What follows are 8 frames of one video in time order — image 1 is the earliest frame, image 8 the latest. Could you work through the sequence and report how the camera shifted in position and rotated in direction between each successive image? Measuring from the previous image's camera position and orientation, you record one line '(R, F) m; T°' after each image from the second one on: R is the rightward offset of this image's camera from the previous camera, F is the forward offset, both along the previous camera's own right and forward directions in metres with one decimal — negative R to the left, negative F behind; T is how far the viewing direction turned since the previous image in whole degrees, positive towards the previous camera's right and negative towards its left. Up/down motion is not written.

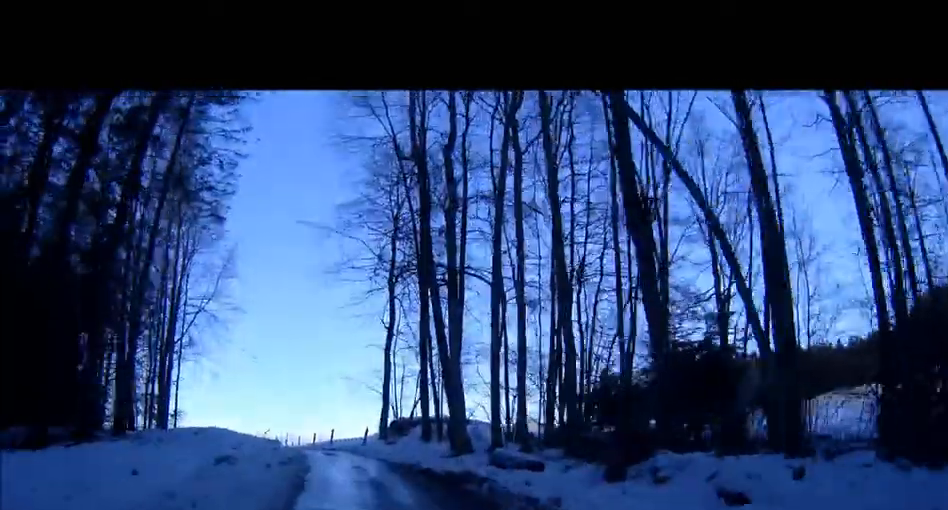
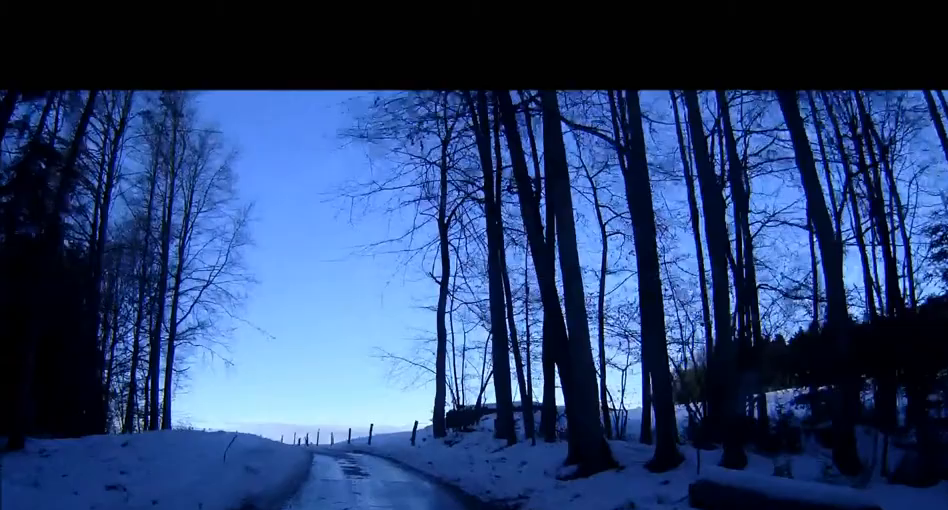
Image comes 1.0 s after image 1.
(0.0, +9.6) m; -2°
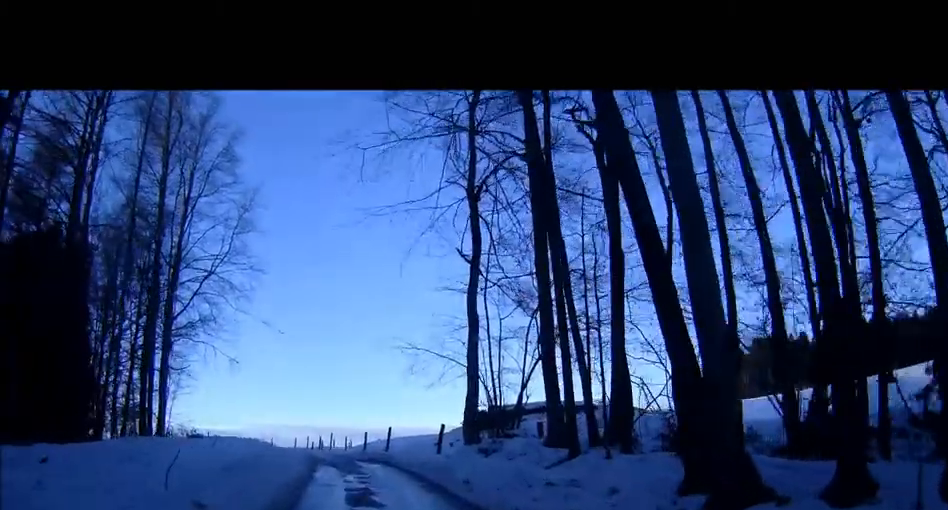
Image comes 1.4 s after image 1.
(-0.1, +4.1) m; -2°
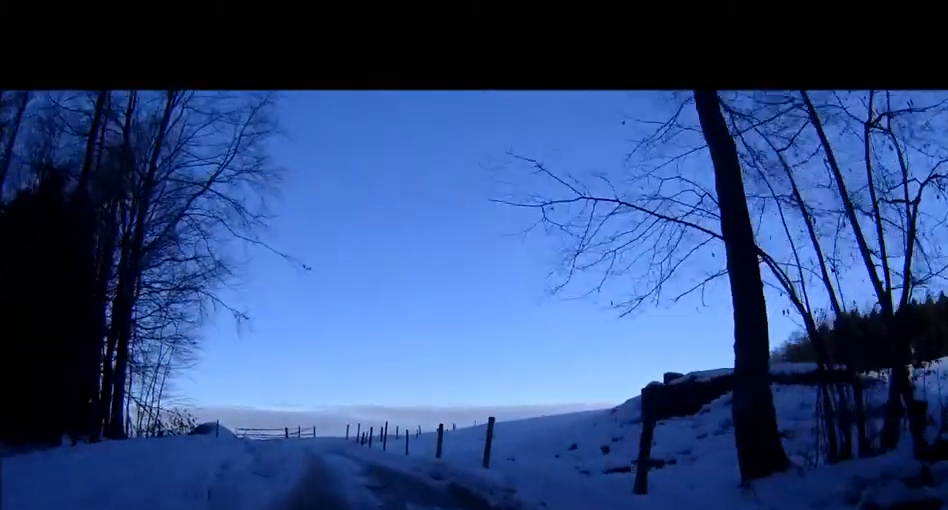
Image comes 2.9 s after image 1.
(-0.6, +13.7) m; -6°
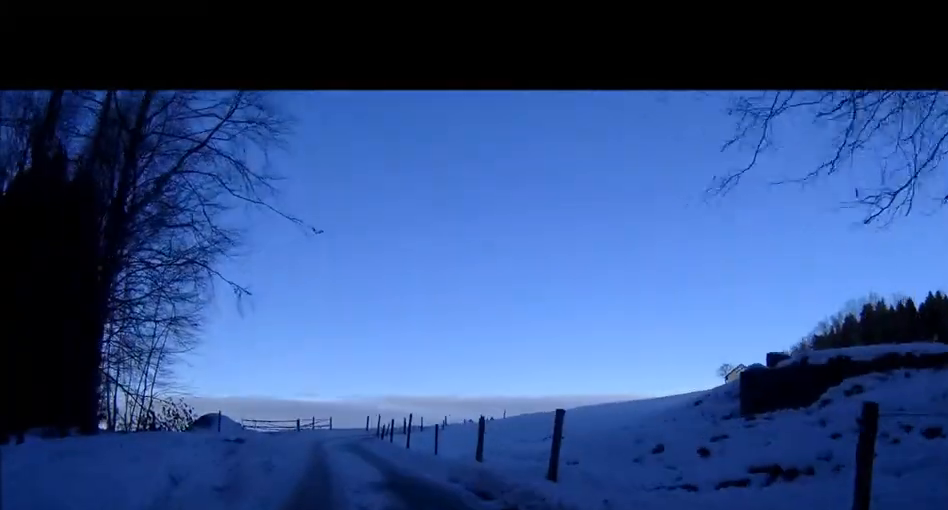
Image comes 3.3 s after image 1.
(-0.1, +3.7) m; -3°
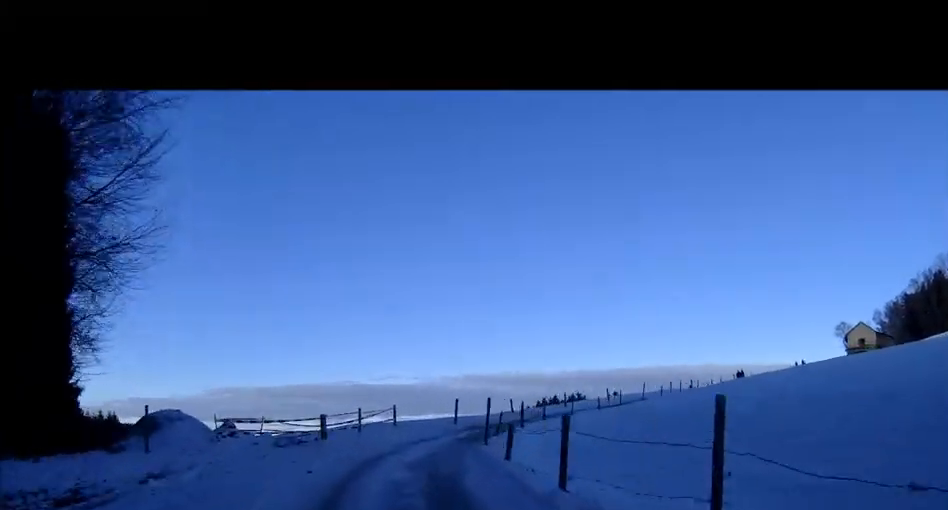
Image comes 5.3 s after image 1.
(-1.9, +15.5) m; -11°
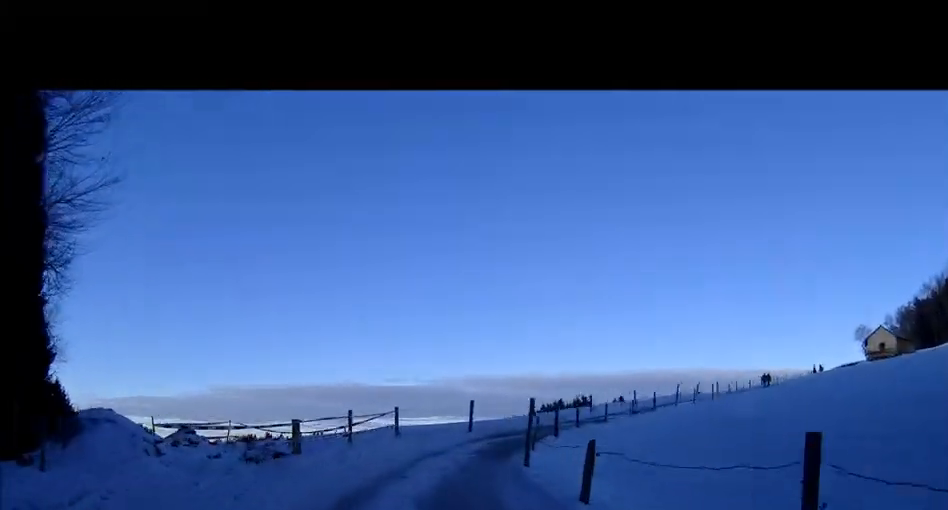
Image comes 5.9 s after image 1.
(0.0, +4.7) m; 0°
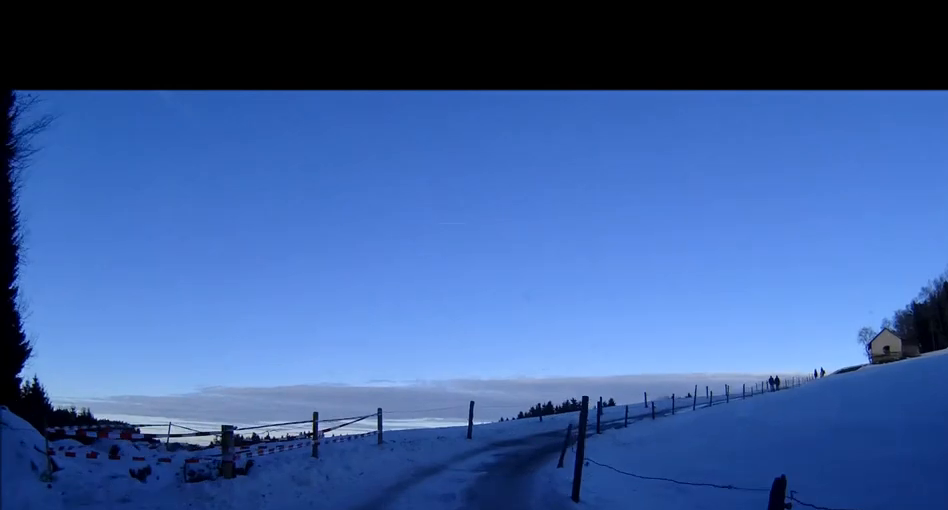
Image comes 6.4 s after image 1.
(0.0, +4.0) m; +2°
